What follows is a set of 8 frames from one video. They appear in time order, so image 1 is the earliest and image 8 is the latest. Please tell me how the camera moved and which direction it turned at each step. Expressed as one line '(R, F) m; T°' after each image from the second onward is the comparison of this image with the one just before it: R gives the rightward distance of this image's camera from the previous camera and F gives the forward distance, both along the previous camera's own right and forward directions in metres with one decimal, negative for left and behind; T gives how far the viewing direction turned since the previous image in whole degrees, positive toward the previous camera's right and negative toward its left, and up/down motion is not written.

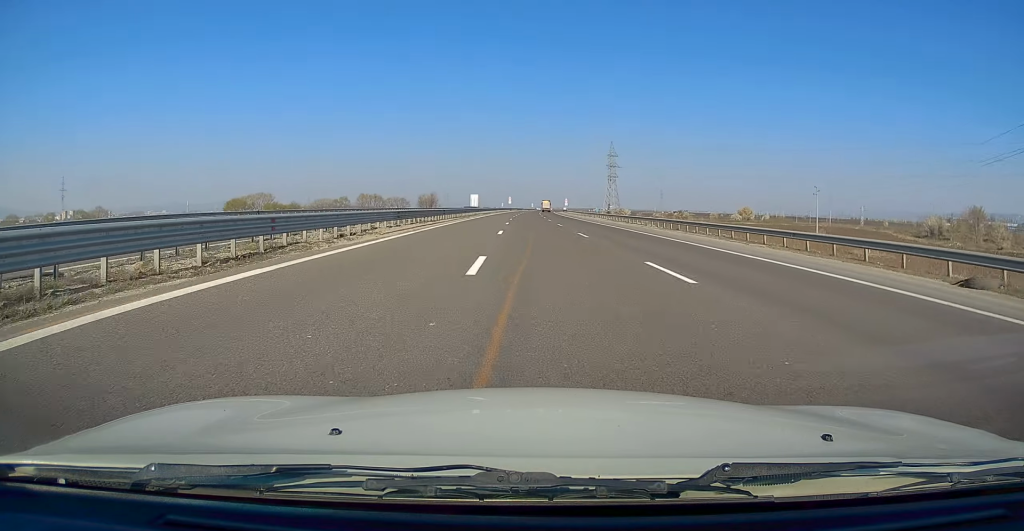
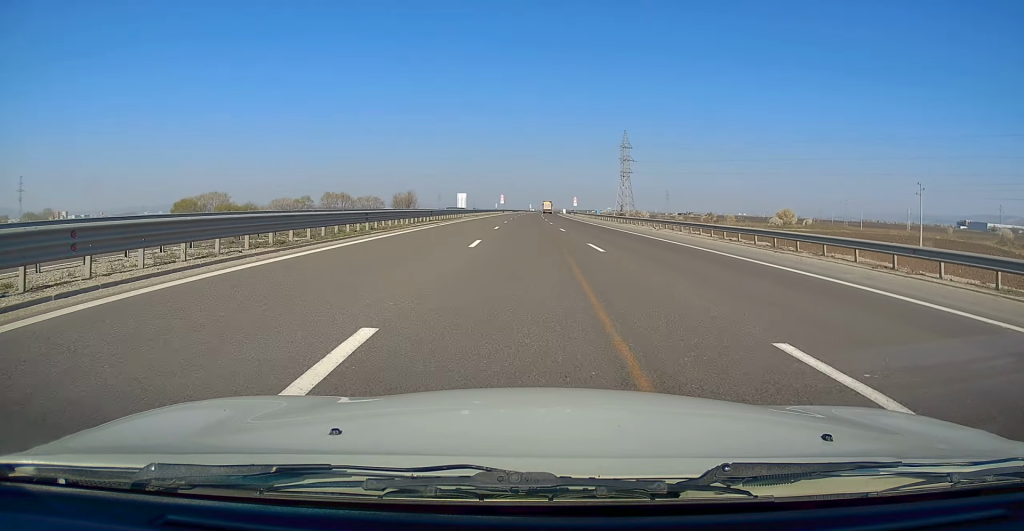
(-0.2, +40.4) m; -1°
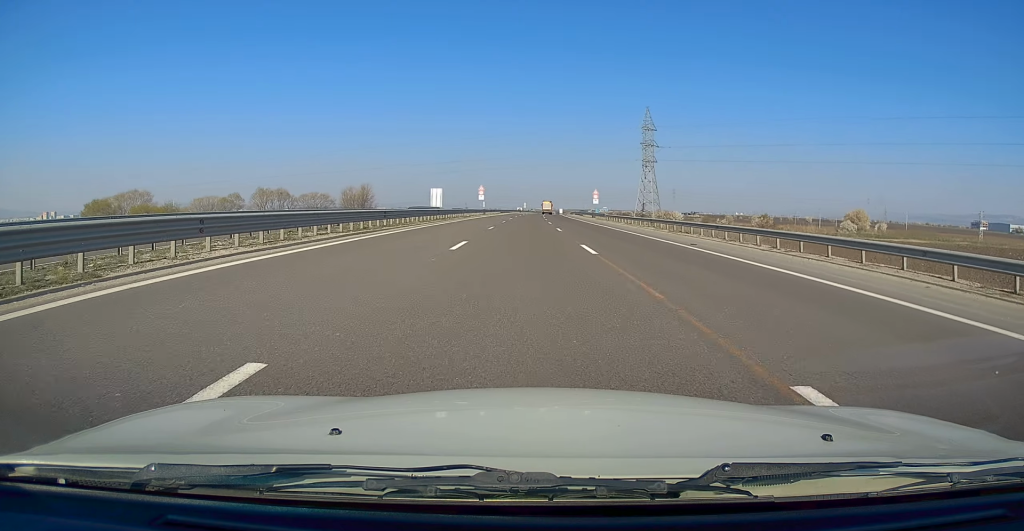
(+0.1, +48.9) m; +1°
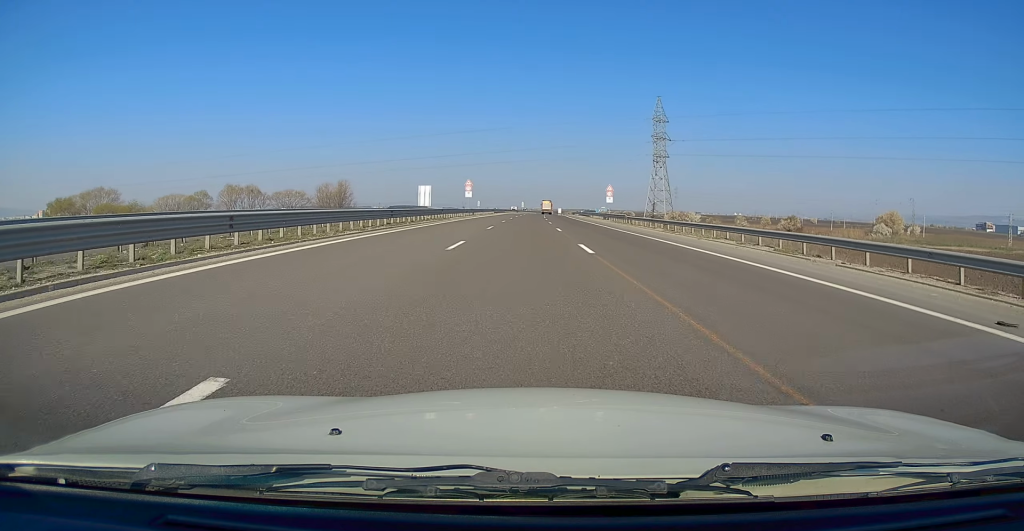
(+0.1, +16.3) m; 0°
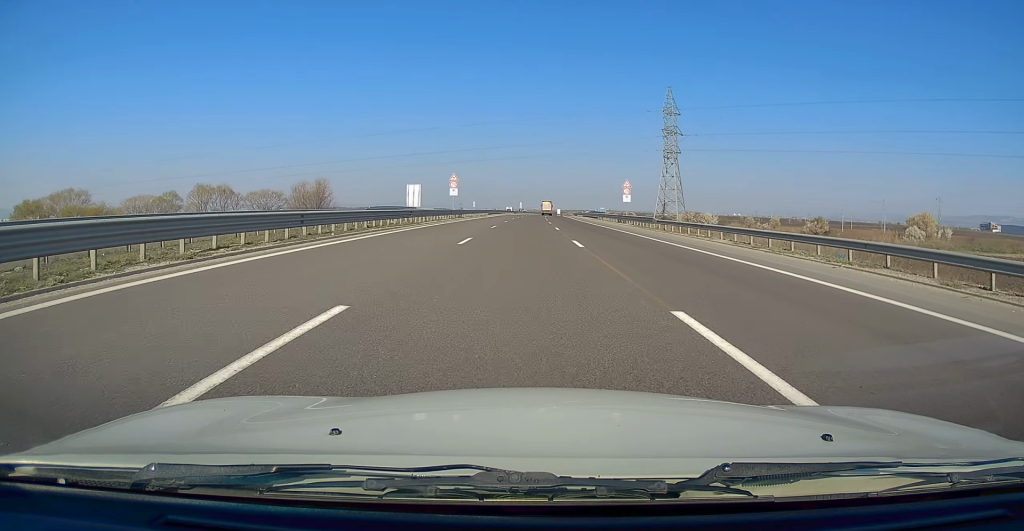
(0.0, +13.0) m; 0°
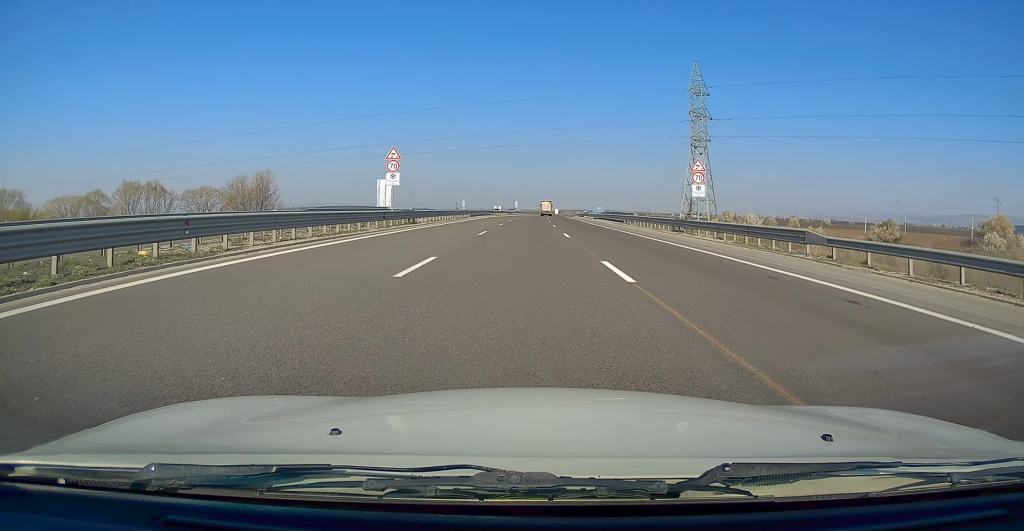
(0.0, +24.9) m; 0°
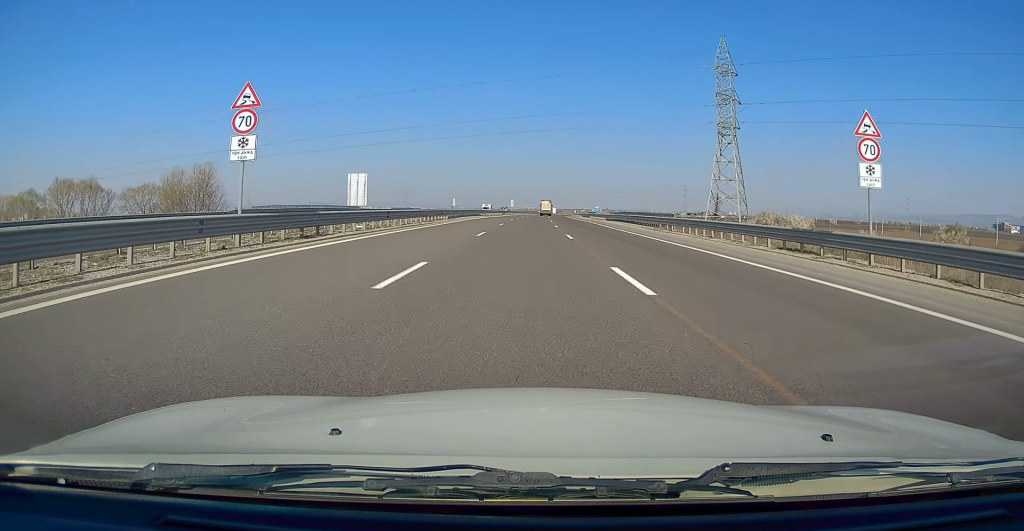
(0.0, +17.4) m; 0°
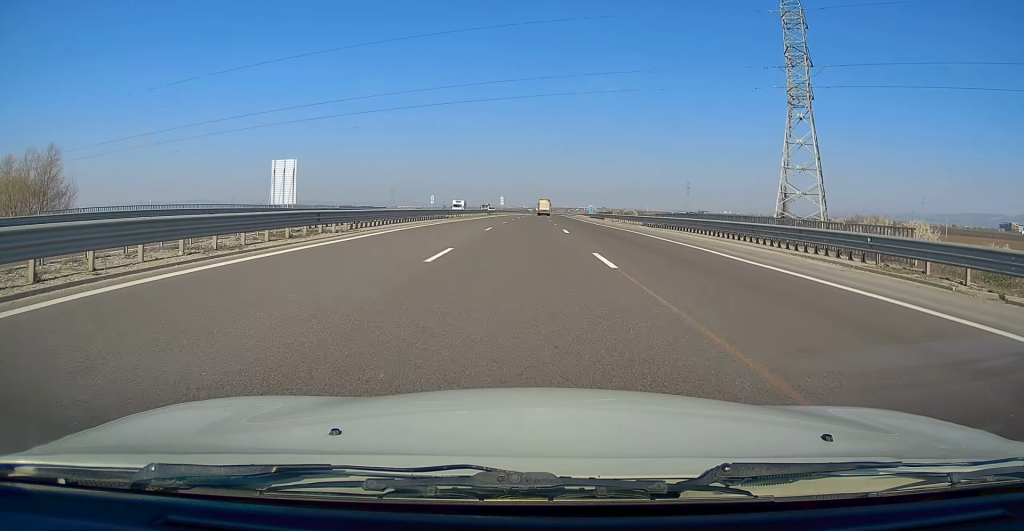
(+0.1, +28.1) m; +1°
